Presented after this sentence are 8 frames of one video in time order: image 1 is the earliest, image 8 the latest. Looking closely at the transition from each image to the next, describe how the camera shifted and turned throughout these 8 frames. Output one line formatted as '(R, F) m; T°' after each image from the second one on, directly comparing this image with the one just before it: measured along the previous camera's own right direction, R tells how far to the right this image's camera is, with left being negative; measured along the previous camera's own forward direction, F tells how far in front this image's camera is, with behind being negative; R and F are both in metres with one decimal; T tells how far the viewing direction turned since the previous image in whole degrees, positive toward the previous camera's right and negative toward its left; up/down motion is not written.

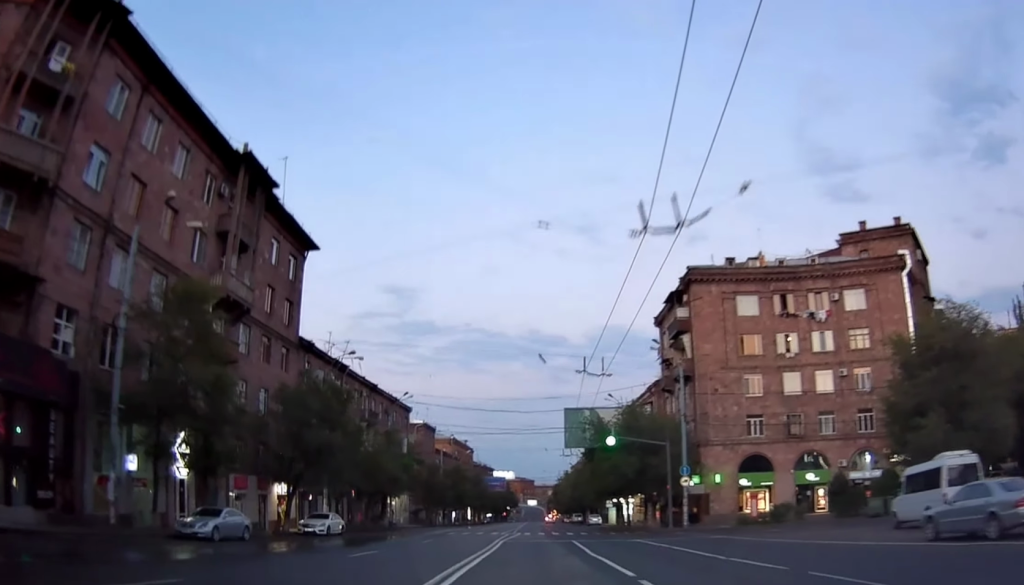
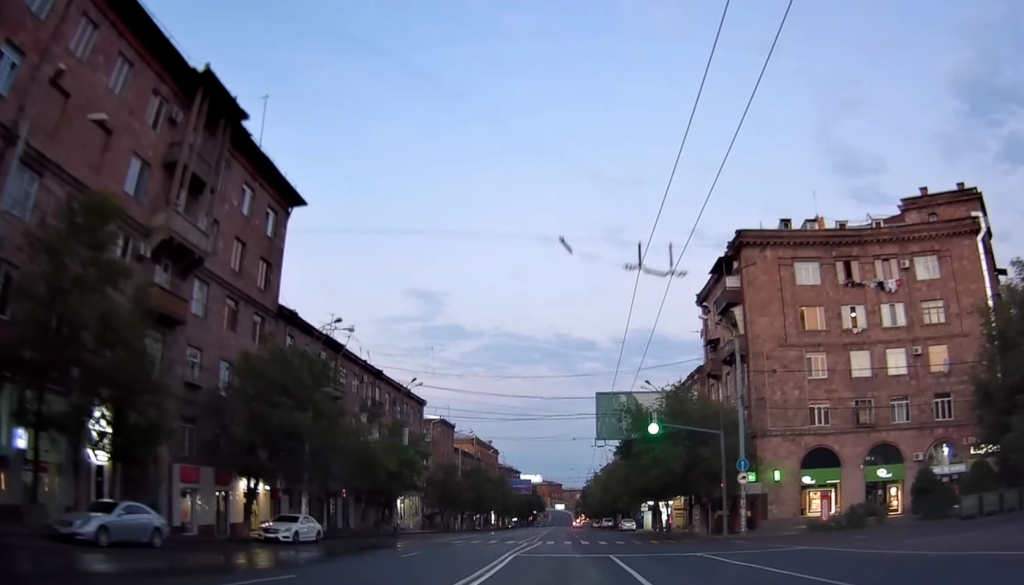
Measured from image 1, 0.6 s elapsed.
(-0.3, +8.9) m; -4°
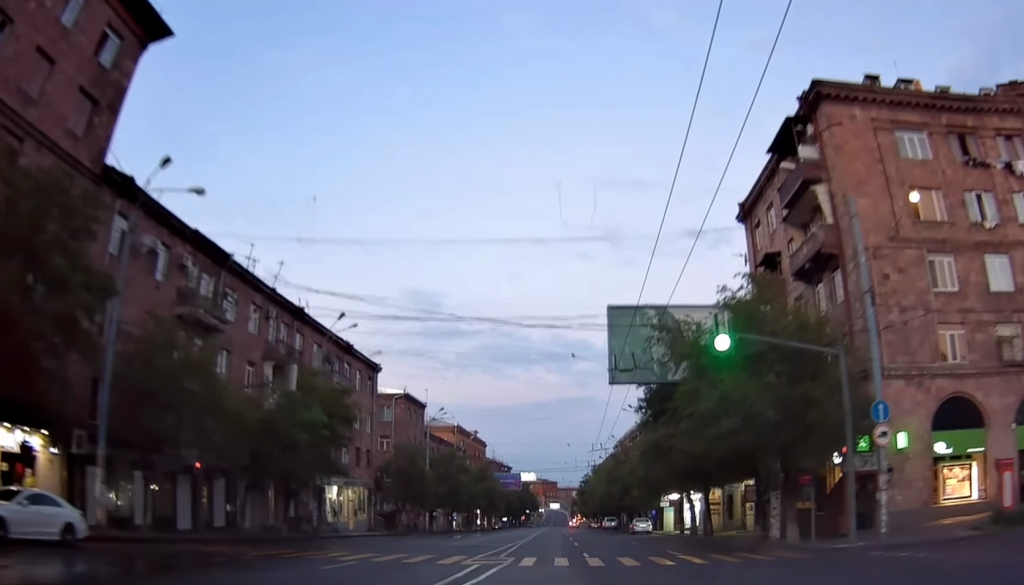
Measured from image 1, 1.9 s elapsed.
(-0.8, +19.1) m; -3°
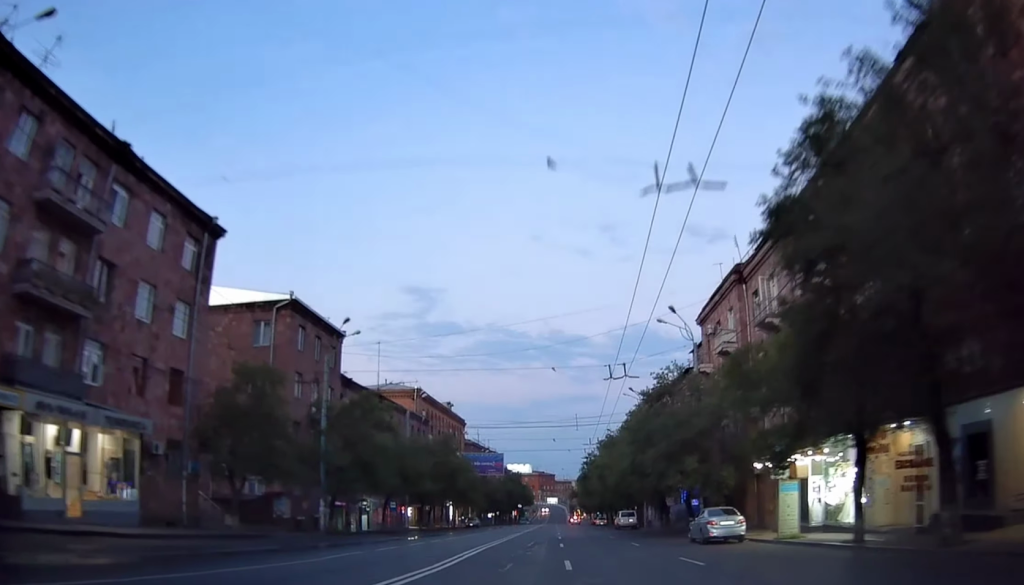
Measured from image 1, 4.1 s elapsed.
(+0.6, +32.4) m; +2°
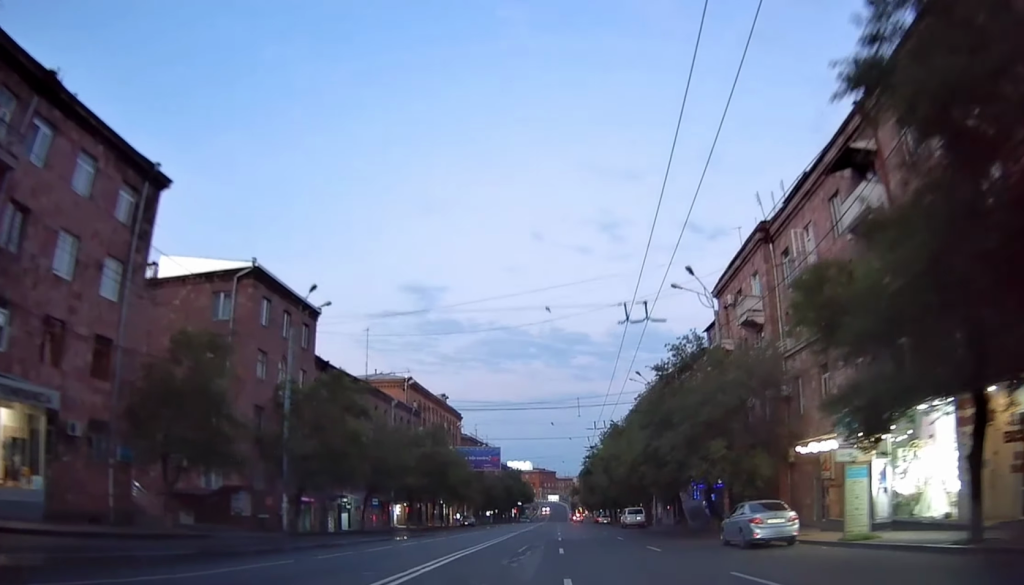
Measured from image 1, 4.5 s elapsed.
(0.0, +6.1) m; 0°
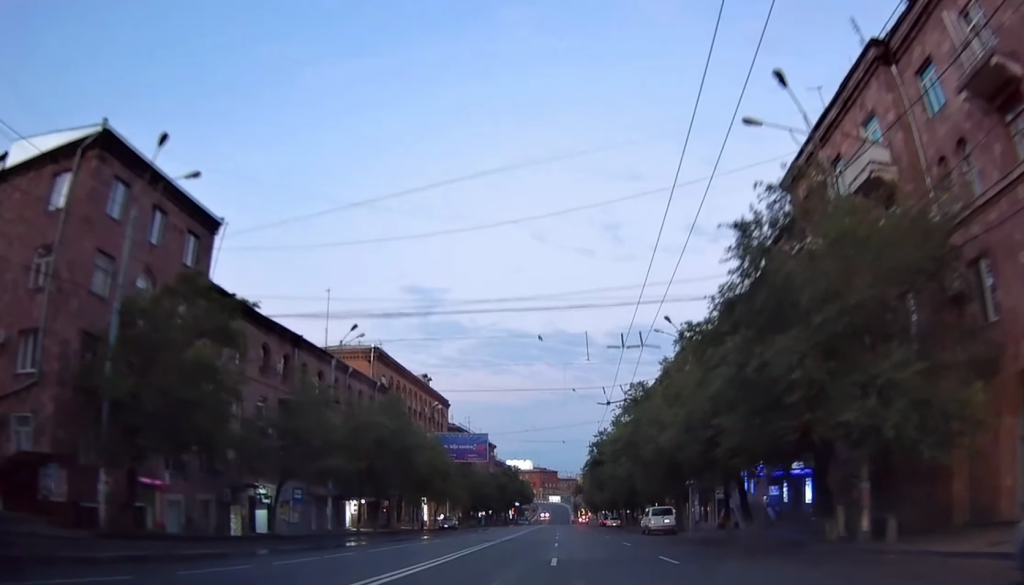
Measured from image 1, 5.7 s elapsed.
(-0.1, +17.0) m; -2°
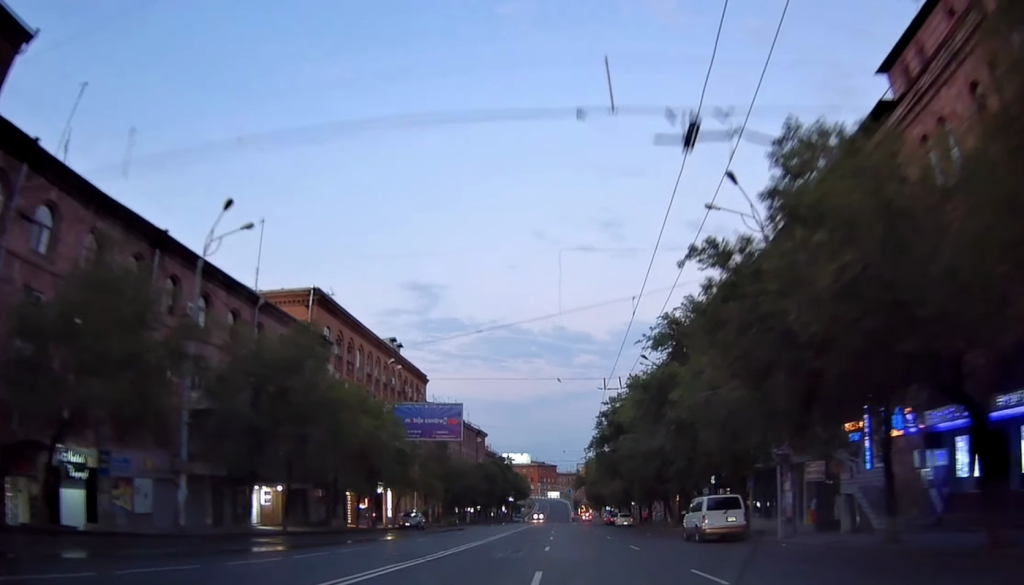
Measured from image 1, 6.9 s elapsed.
(-0.4, +18.3) m; 0°
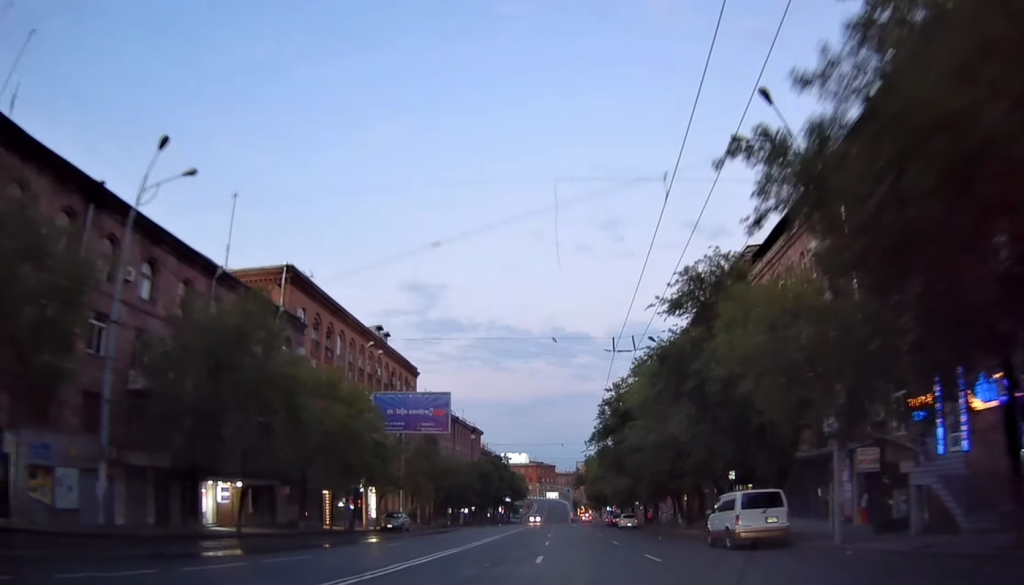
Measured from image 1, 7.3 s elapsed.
(+0.3, +5.9) m; -1°
